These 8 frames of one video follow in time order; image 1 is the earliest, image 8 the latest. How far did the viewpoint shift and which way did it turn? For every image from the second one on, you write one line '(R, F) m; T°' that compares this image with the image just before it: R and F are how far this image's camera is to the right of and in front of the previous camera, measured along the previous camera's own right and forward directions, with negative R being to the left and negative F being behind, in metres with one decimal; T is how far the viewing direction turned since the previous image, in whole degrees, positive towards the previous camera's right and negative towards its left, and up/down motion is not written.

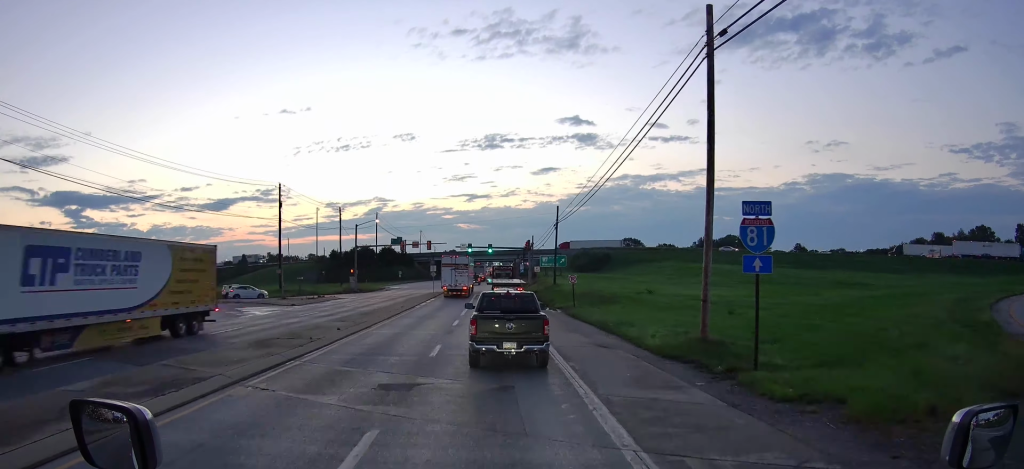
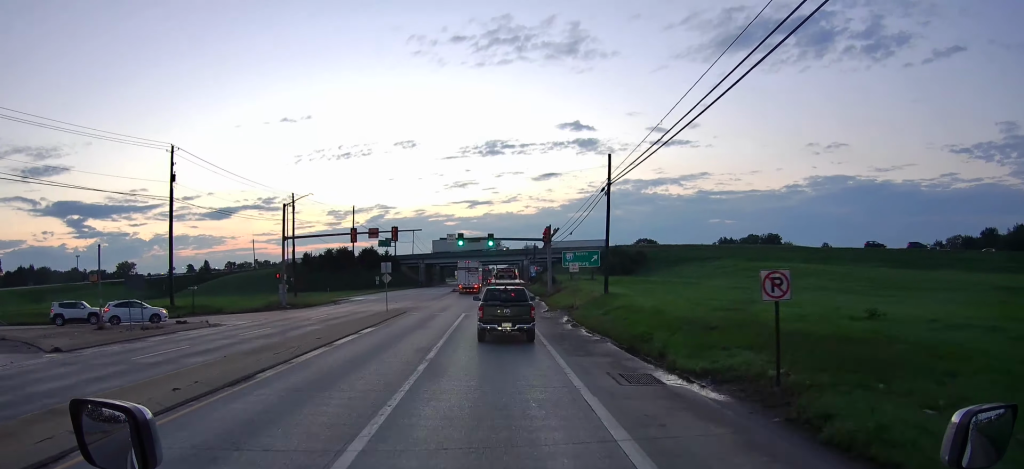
(+0.9, +32.9) m; +1°
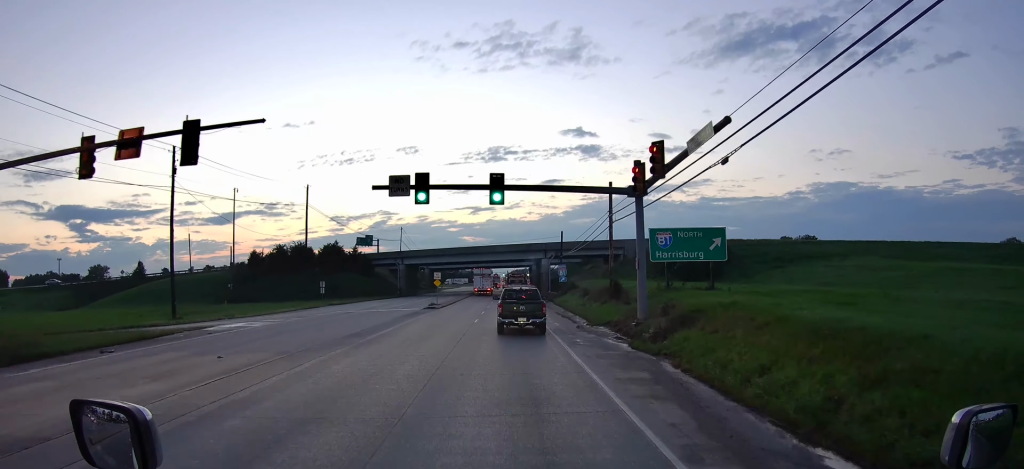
(-0.4, +39.5) m; +1°
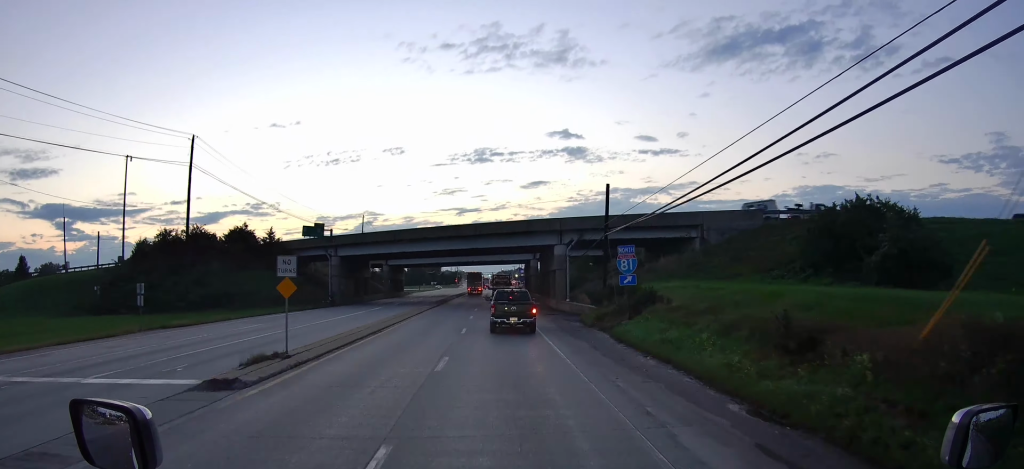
(+1.3, +38.0) m; +2°
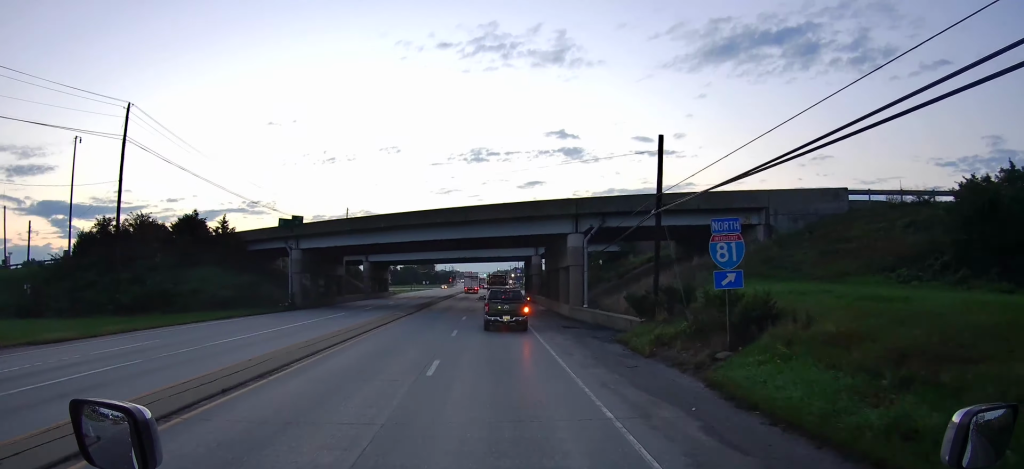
(-0.2, +13.2) m; 0°
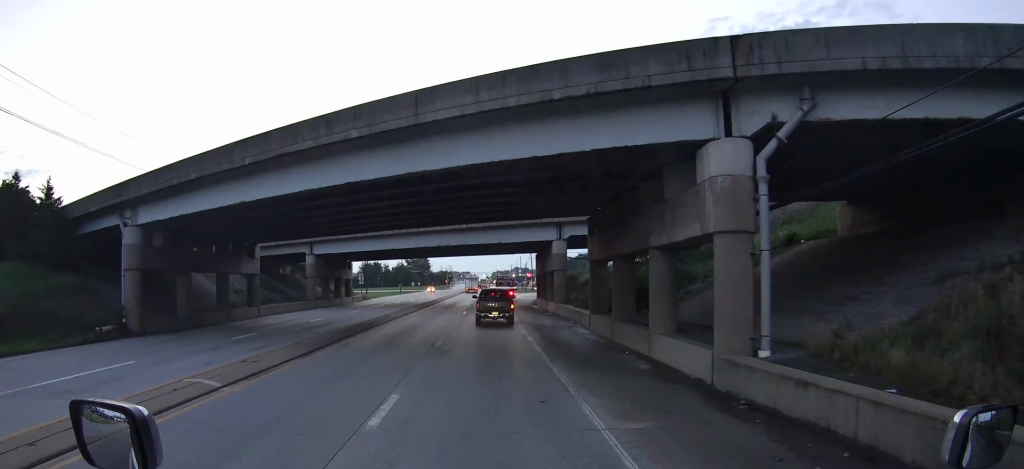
(-0.1, +29.4) m; -1°
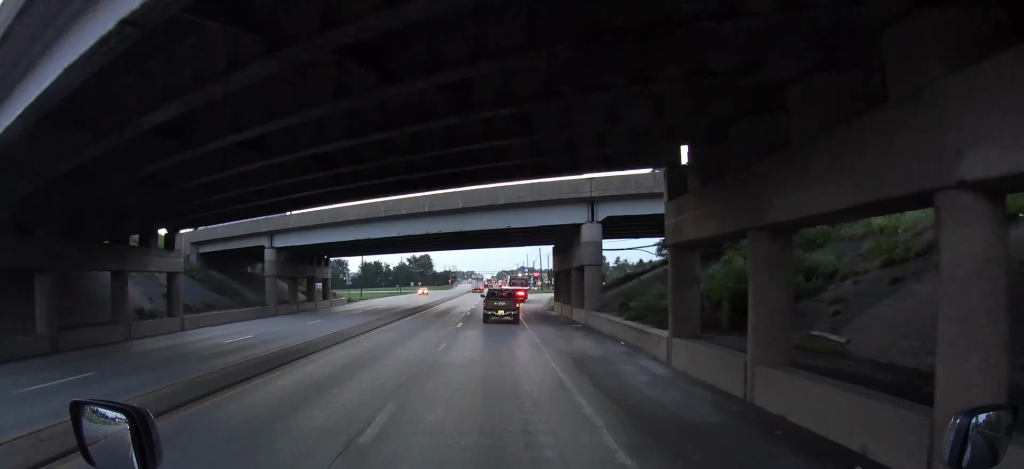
(+0.2, +14.2) m; -1°
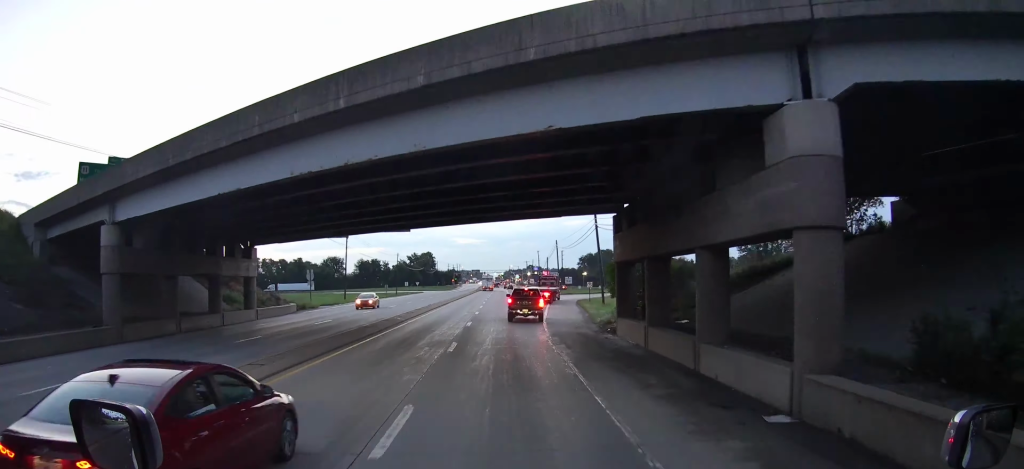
(-0.5, +23.9) m; -1°
